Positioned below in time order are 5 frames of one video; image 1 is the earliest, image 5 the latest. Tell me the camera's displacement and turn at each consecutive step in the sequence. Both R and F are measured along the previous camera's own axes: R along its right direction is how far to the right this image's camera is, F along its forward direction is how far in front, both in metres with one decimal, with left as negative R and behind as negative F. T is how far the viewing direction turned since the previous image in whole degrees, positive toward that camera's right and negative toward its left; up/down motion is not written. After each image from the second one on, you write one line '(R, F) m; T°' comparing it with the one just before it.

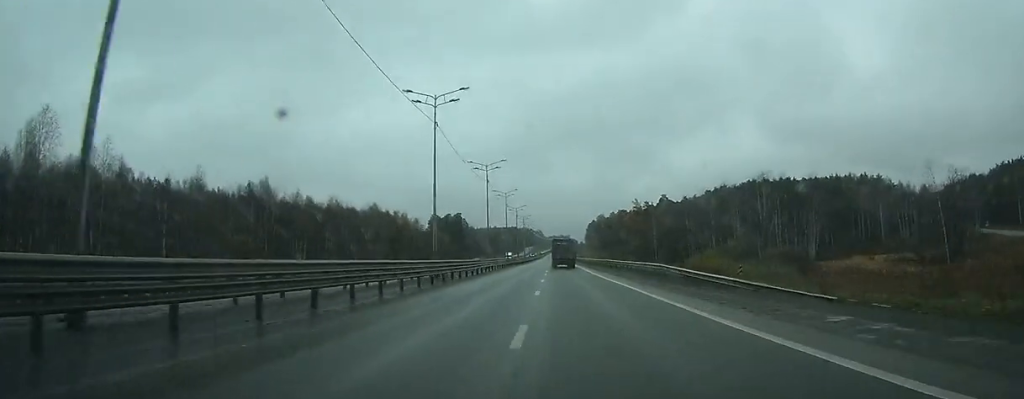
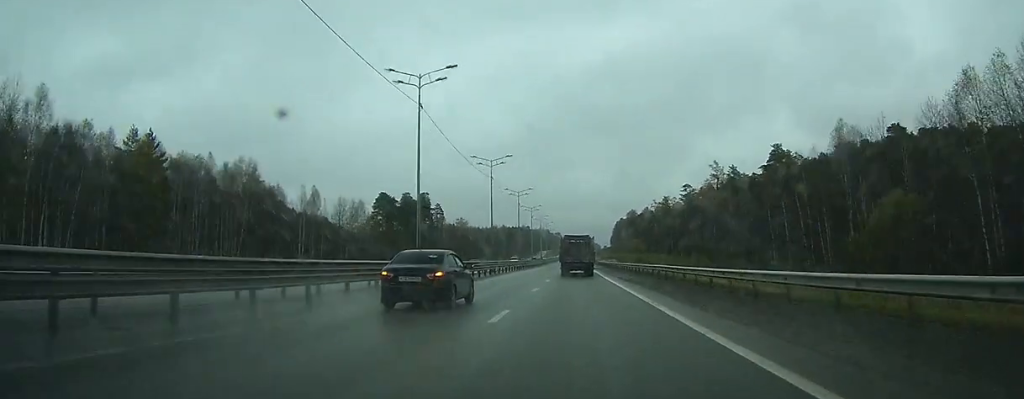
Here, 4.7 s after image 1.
(-0.7, +125.4) m; -1°
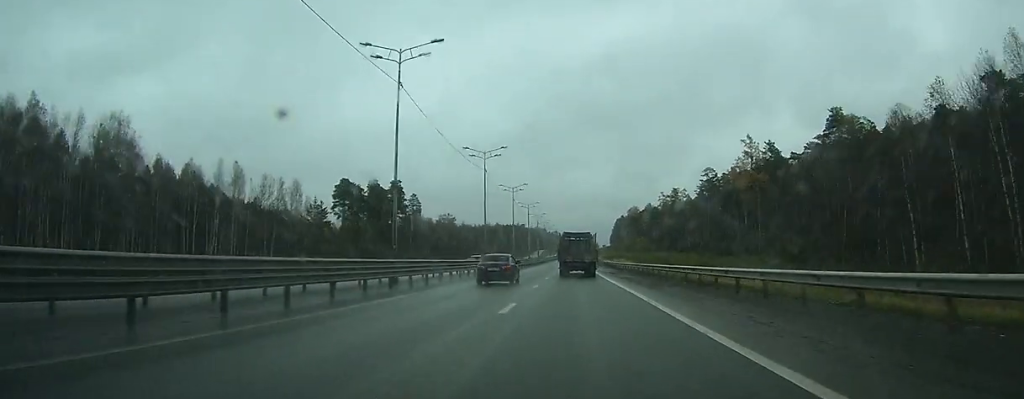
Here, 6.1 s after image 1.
(-0.1, +34.2) m; 0°
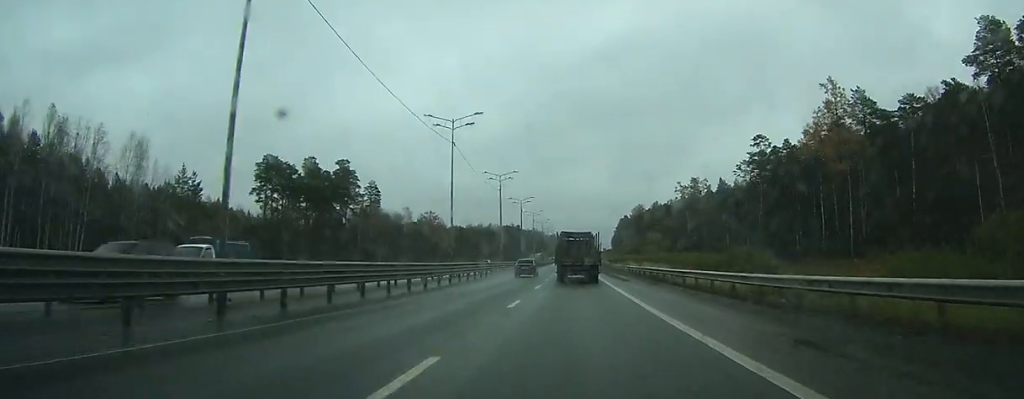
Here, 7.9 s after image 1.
(-0.2, +45.2) m; 0°
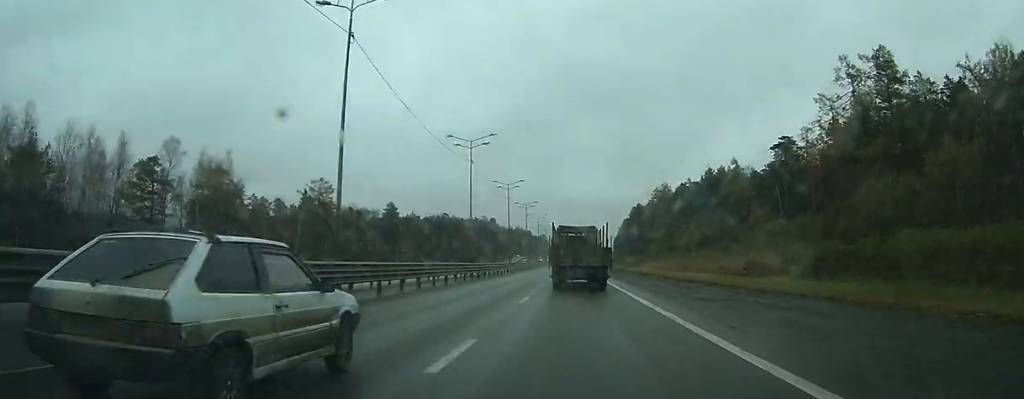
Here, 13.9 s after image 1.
(+0.9, +143.3) m; +1°
